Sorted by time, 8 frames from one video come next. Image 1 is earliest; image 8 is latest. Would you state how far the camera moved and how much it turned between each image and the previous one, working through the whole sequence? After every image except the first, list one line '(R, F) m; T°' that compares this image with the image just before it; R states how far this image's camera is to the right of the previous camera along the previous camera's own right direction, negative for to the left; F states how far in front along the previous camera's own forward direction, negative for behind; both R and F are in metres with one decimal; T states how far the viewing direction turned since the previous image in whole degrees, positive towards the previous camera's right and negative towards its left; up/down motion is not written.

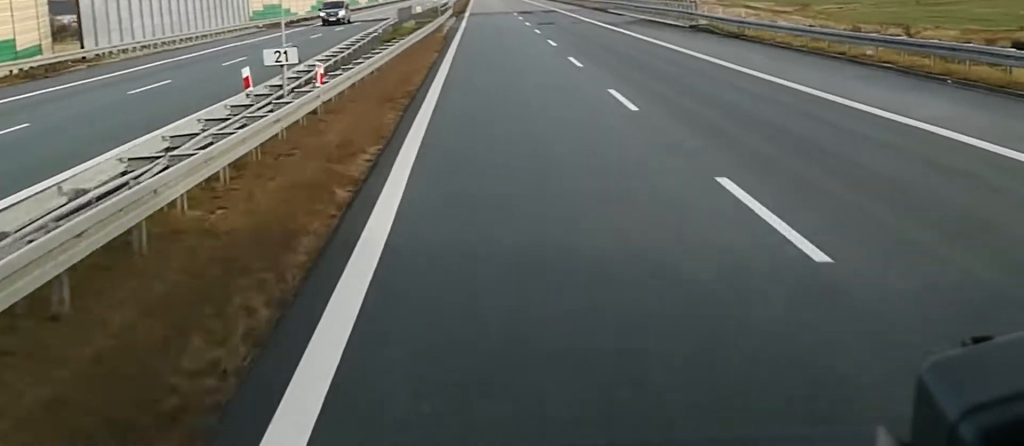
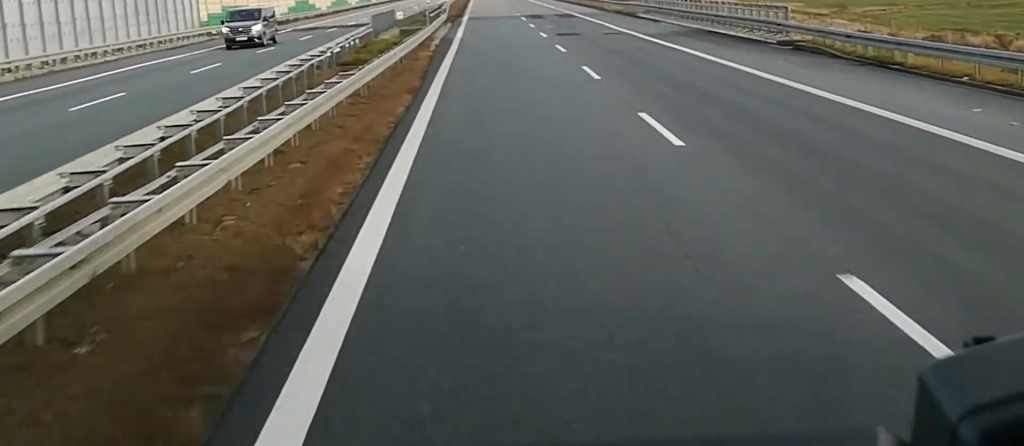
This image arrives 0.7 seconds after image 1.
(-0.4, +16.8) m; -1°
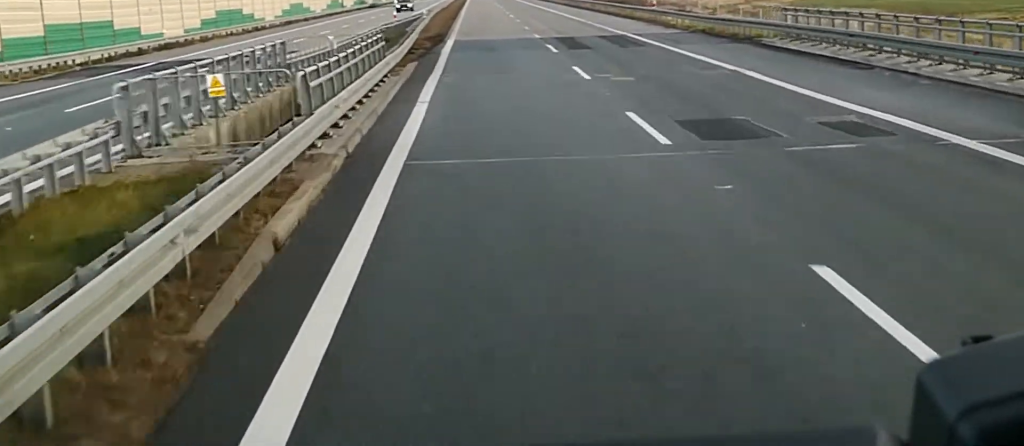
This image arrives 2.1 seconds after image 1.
(-0.1, +36.3) m; 0°
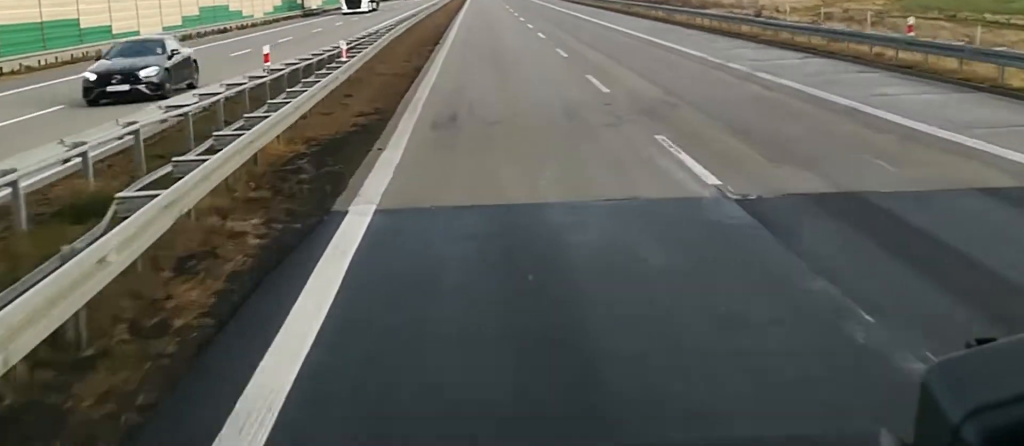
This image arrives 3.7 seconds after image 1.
(0.0, +40.2) m; 0°
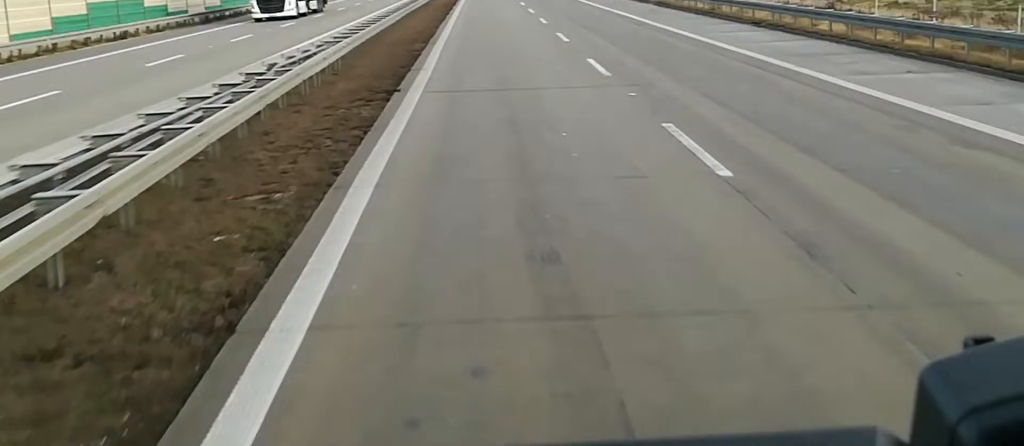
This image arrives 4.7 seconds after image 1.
(0.0, +24.7) m; 0°
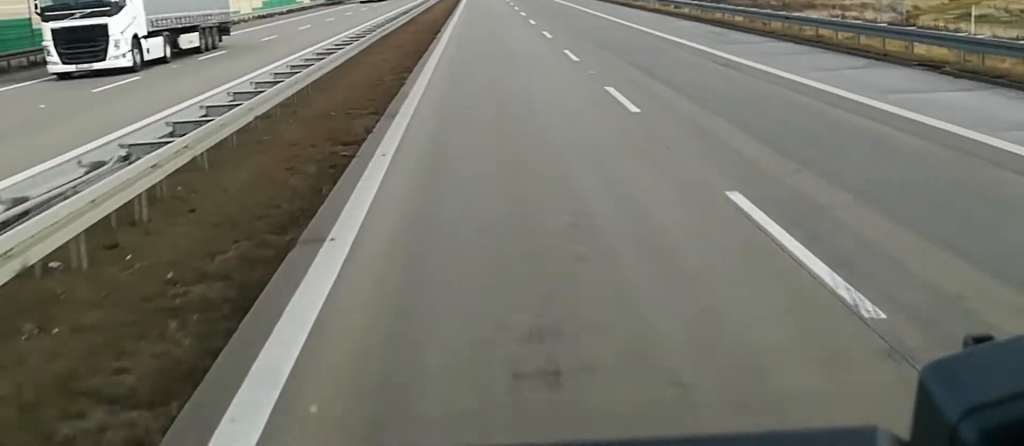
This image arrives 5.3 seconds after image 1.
(-0.1, +16.9) m; 0°
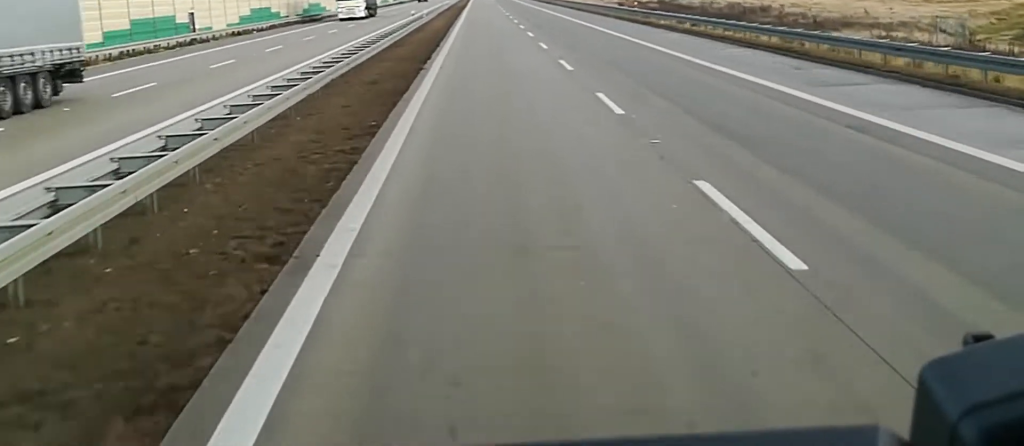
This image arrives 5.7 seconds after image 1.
(-0.1, +10.2) m; 0°
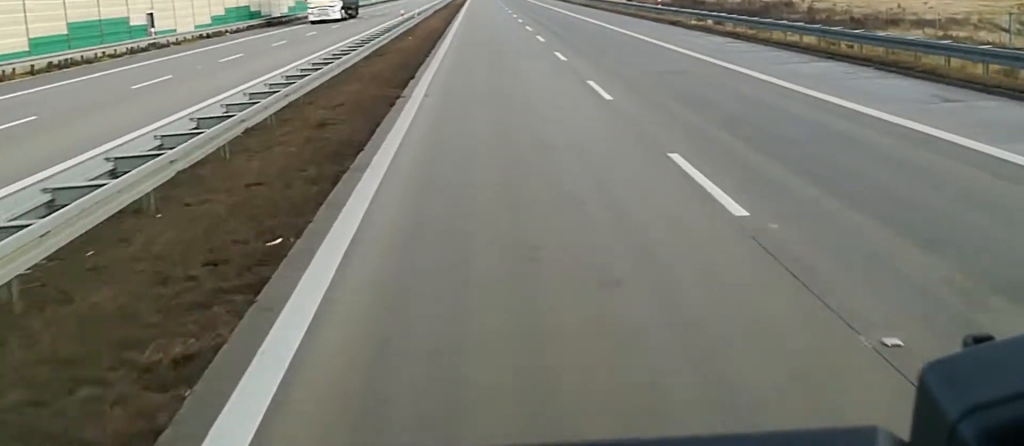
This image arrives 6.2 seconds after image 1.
(0.0, +11.0) m; 0°
